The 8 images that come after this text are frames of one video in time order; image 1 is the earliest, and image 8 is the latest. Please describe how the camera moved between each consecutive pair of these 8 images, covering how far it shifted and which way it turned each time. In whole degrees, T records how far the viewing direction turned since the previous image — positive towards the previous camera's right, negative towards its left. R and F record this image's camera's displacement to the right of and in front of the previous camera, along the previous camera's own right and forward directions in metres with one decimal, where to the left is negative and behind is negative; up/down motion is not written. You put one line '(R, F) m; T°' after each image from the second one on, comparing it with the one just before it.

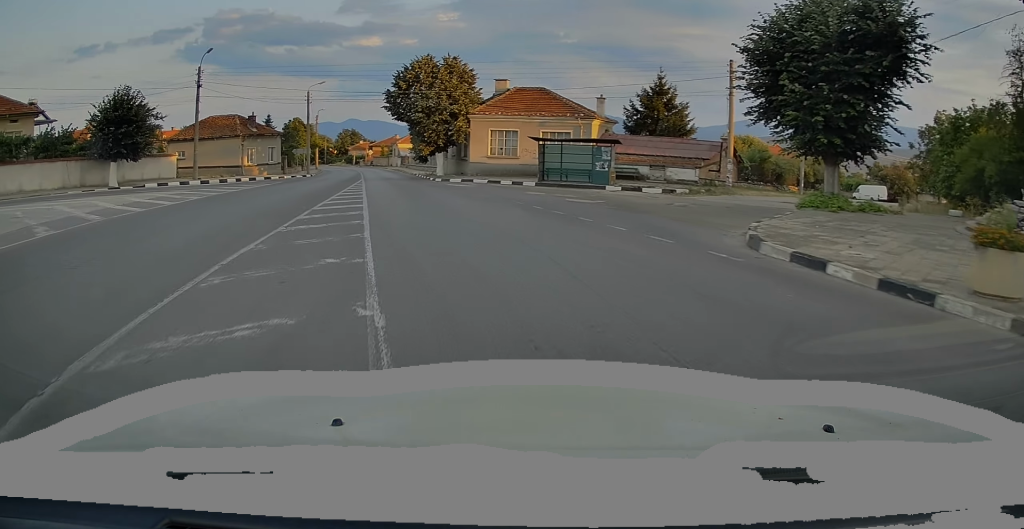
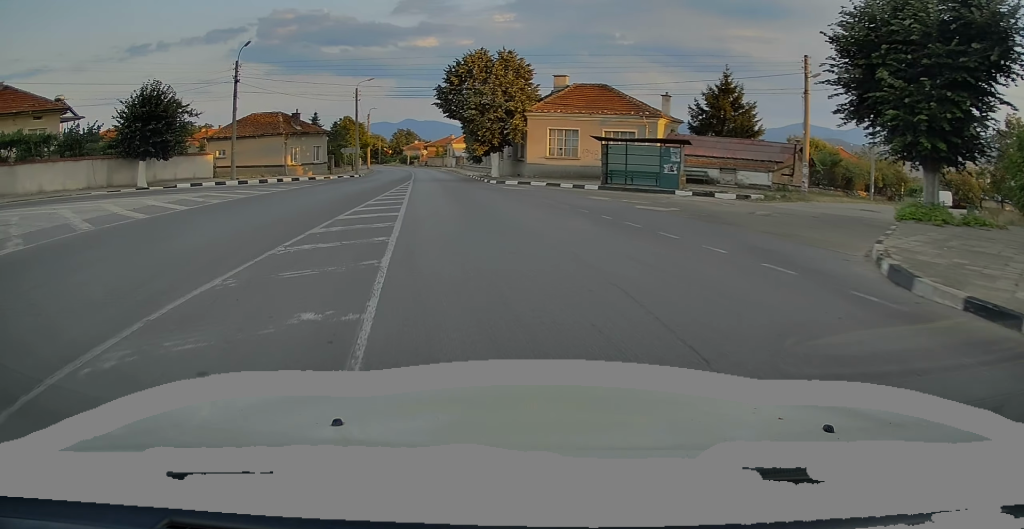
(0.0, +3.2) m; -5°
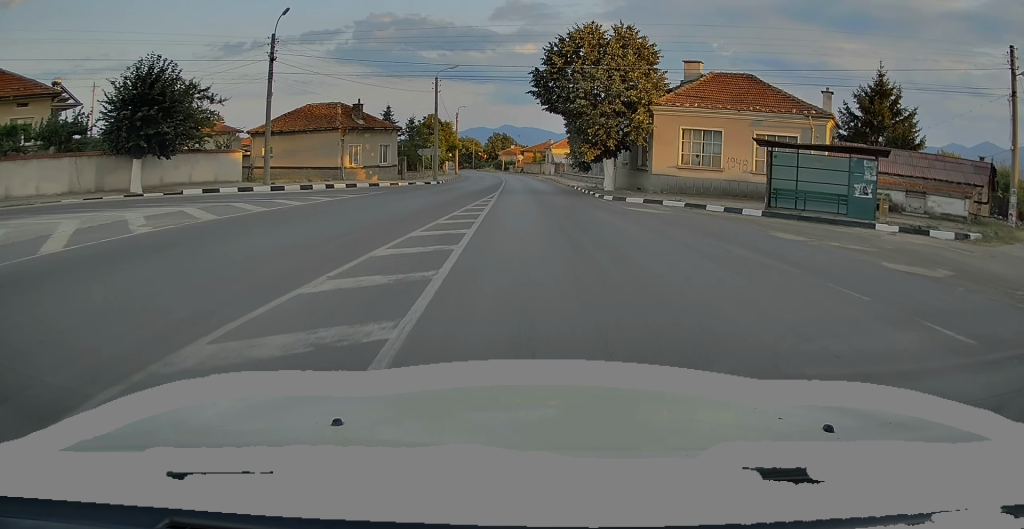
(-0.9, +11.5) m; -5°
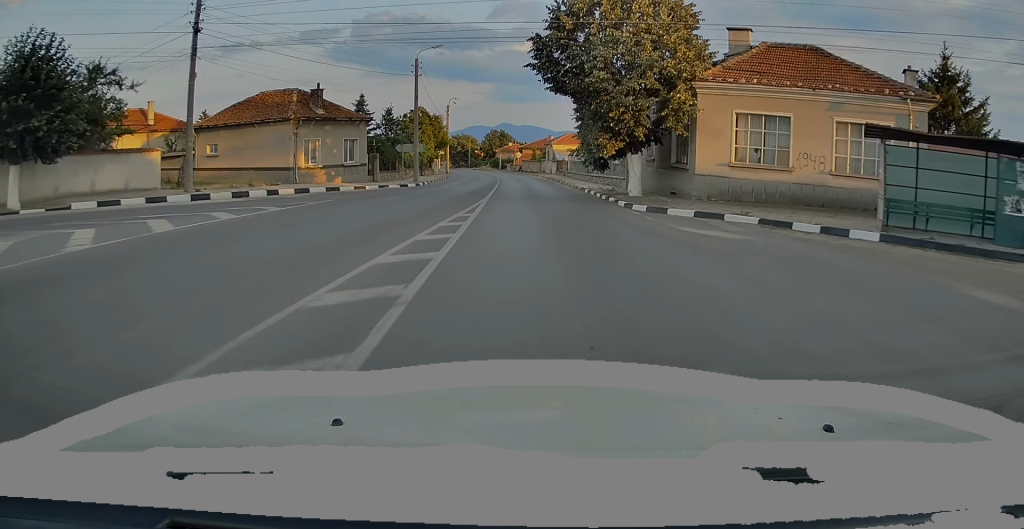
(0.0, +8.7) m; 0°
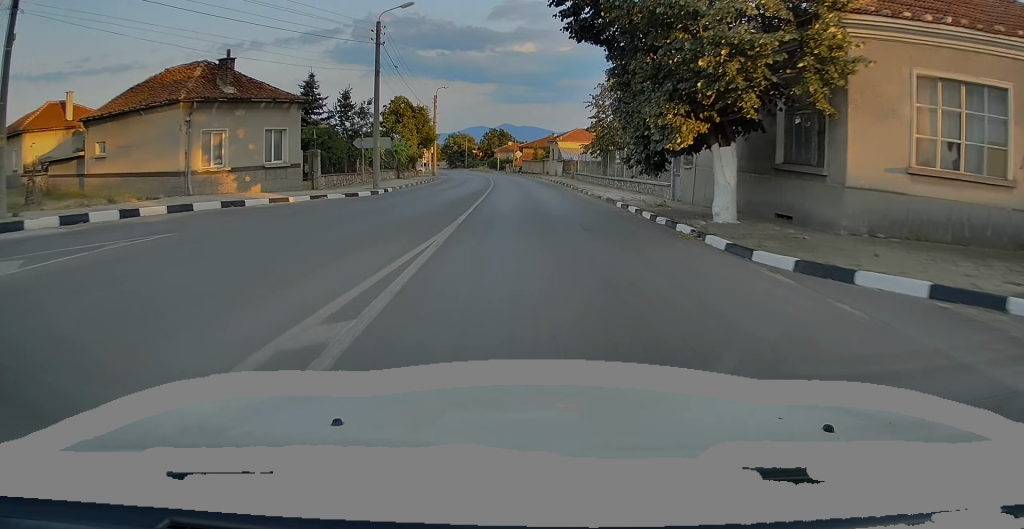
(0.0, +11.8) m; -1°
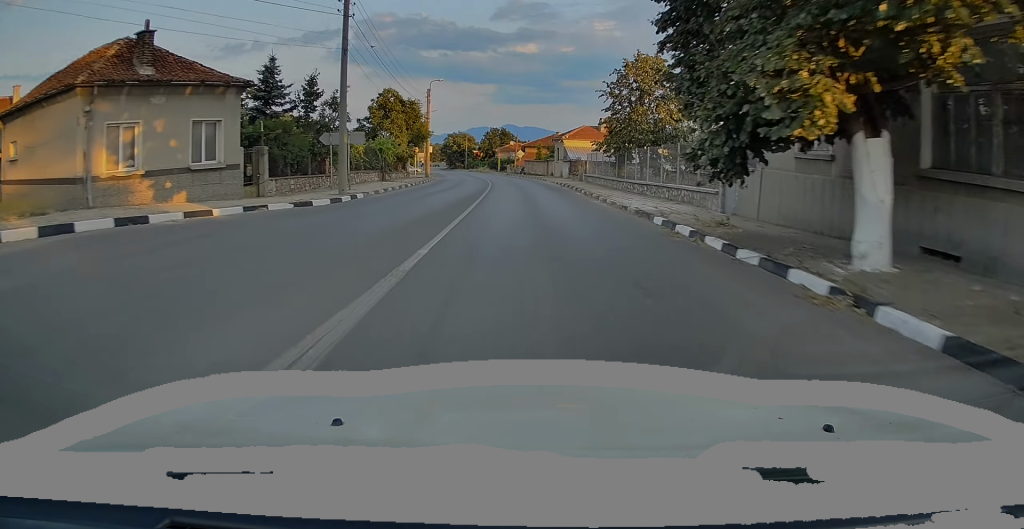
(0.0, +6.3) m; -1°
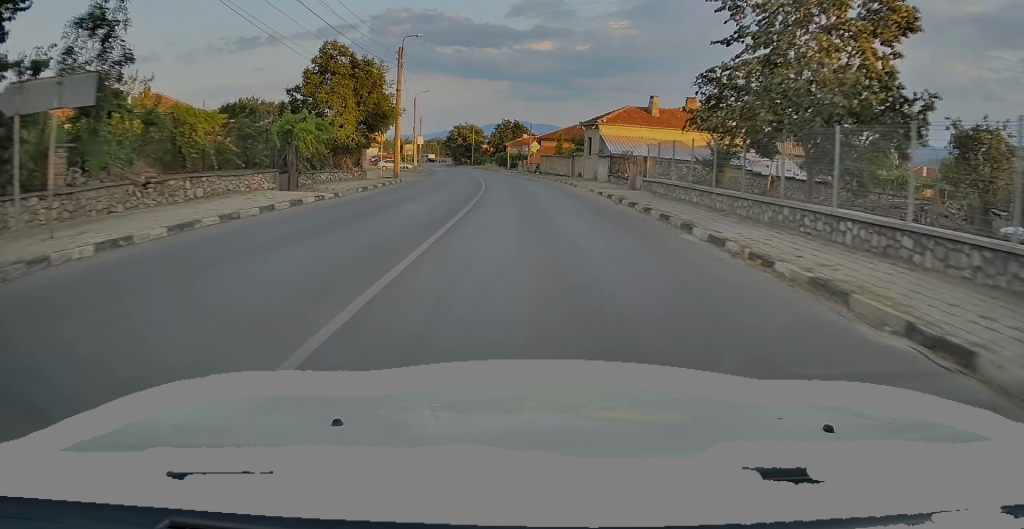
(-0.3, +19.6) m; -1°
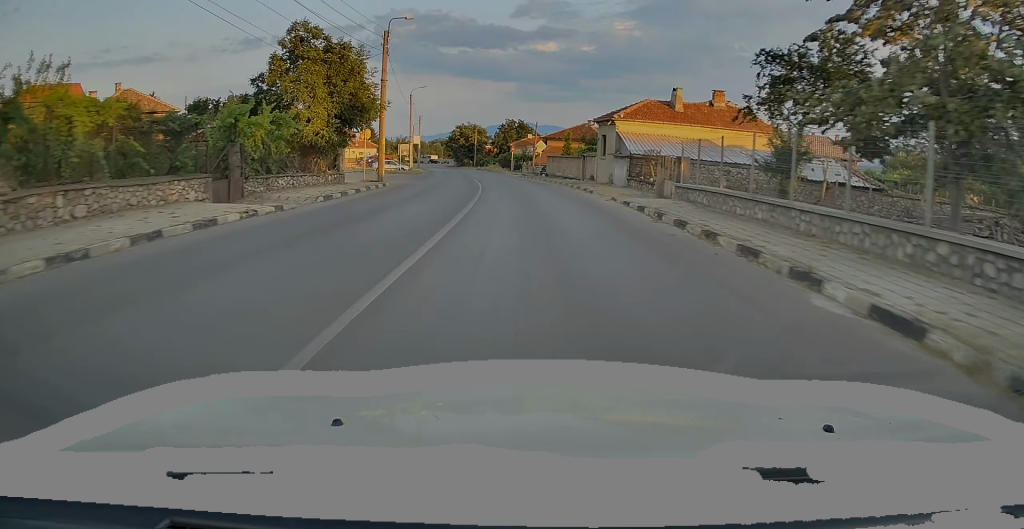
(0.0, +5.6) m; 0°
